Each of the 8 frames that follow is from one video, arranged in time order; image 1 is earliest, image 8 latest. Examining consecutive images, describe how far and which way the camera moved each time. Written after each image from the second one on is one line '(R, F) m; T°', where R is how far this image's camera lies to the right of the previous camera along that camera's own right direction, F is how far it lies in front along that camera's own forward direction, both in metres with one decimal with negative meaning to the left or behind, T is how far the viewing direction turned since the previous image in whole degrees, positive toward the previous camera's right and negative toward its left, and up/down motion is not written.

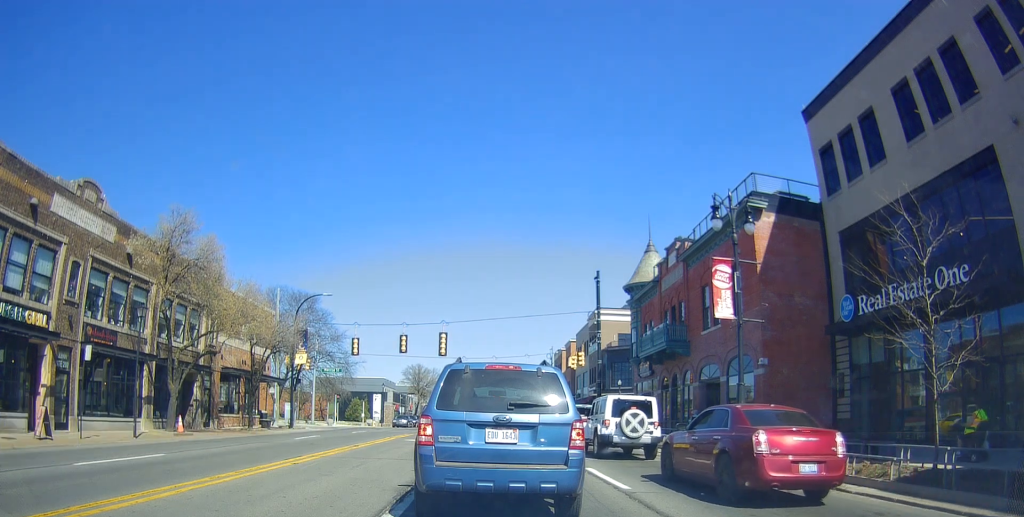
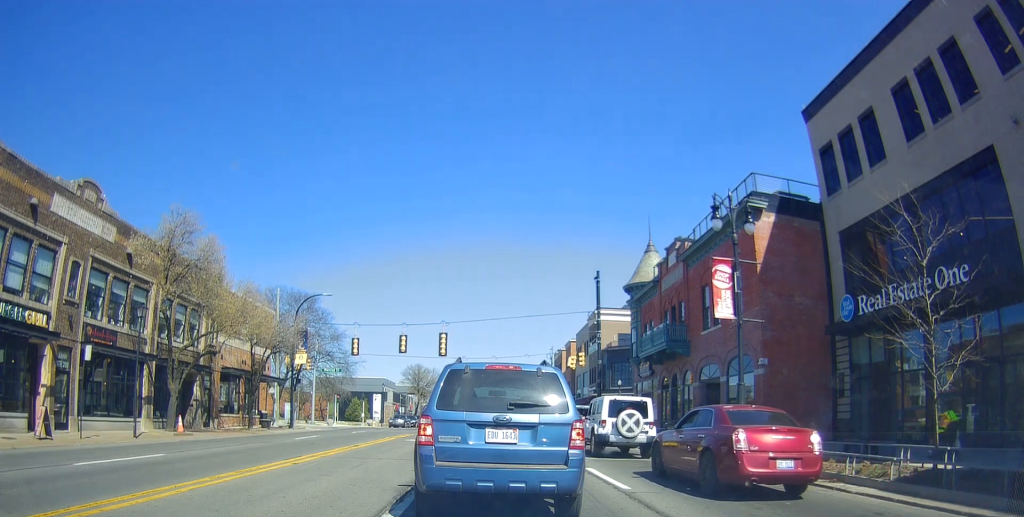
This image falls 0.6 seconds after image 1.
(0.0, 0.0) m; 0°
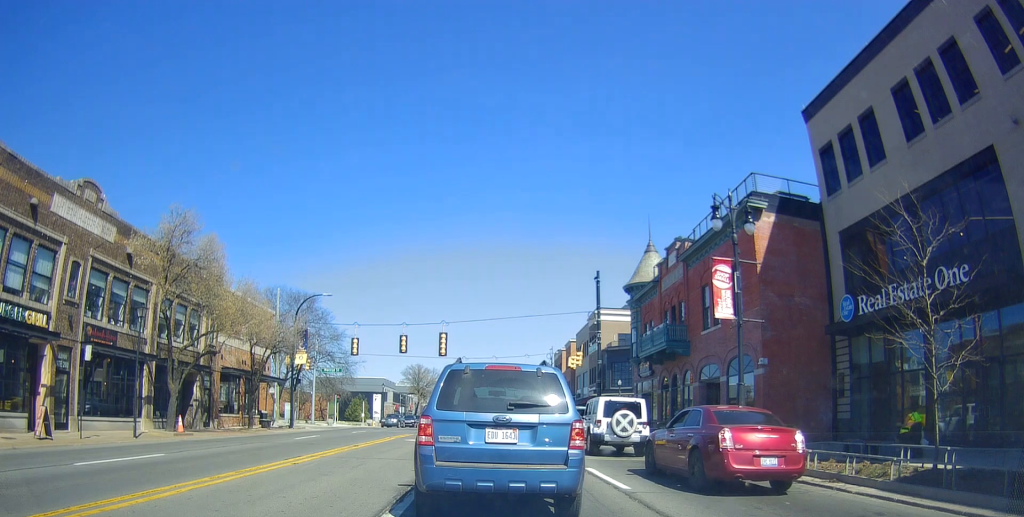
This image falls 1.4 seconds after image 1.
(0.0, 0.0) m; 0°
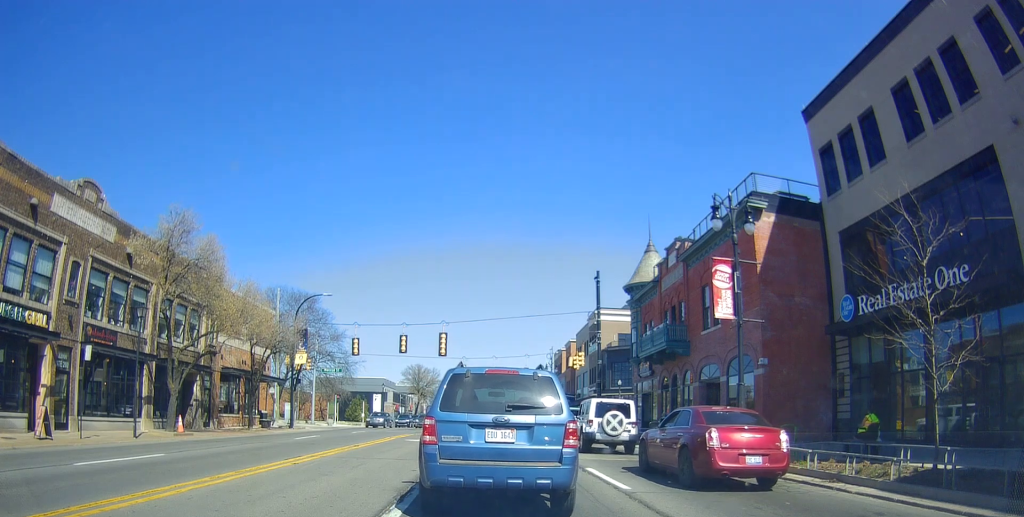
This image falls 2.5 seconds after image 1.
(+0.1, +0.2) m; 0°
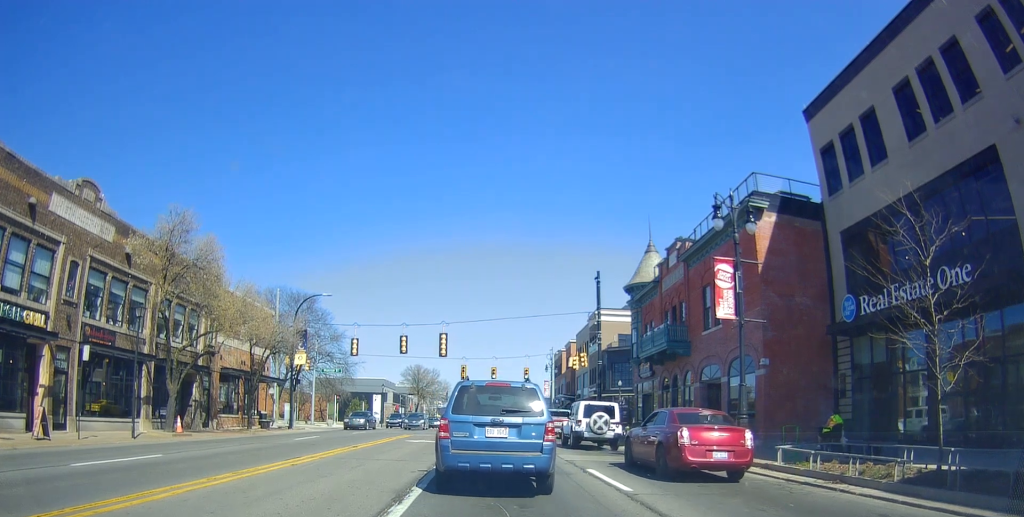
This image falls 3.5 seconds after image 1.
(+0.1, +0.2) m; 0°
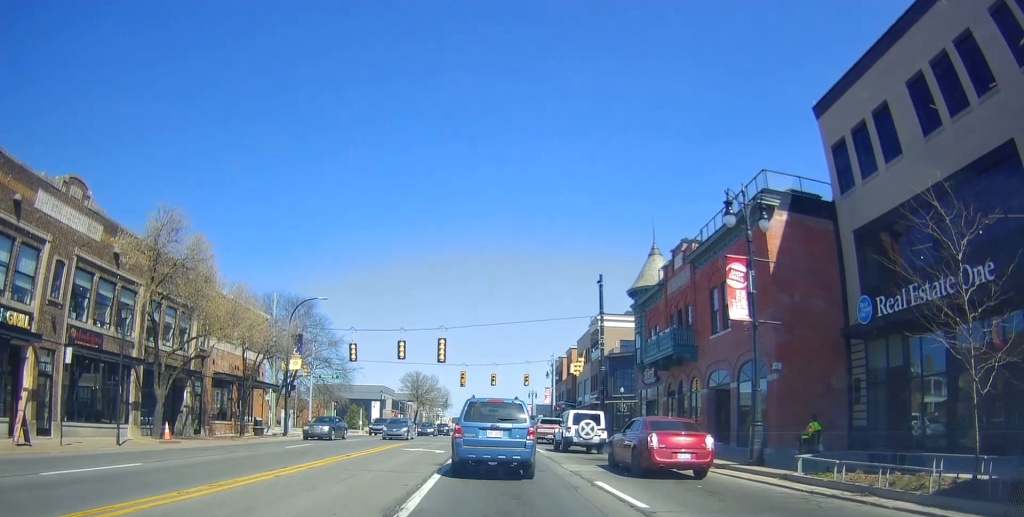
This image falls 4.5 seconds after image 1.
(0.0, +0.2) m; 0°
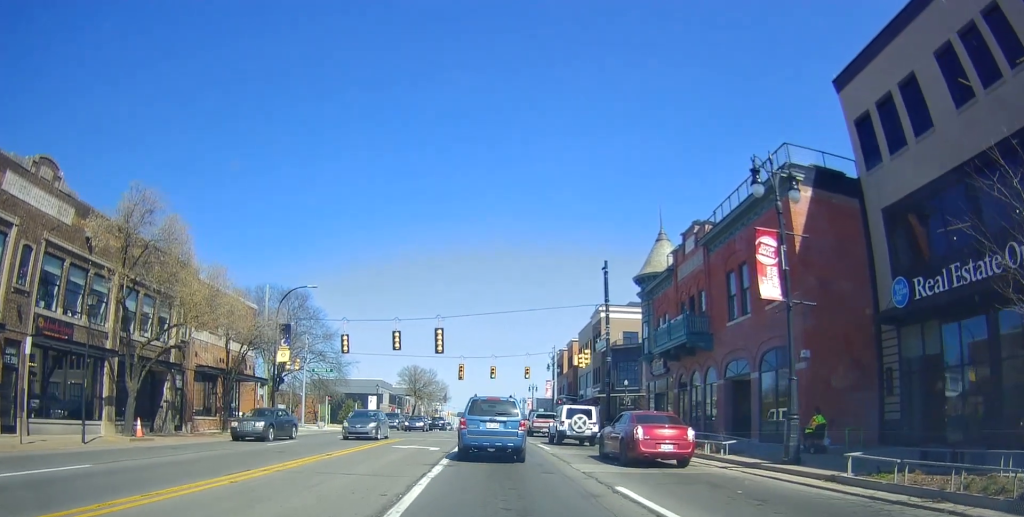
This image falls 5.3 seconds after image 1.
(0.0, +0.5) m; 0°
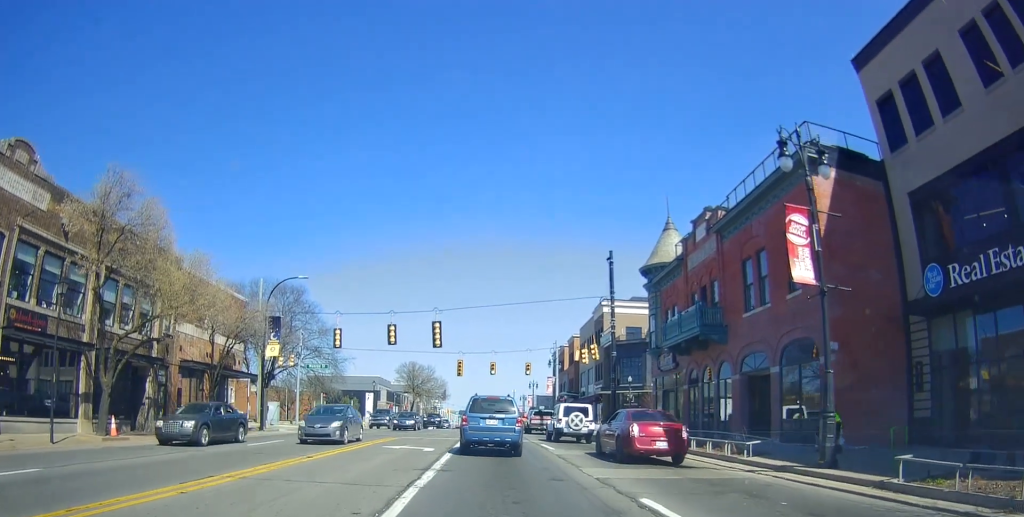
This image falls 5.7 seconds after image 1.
(0.0, +0.4) m; 0°
